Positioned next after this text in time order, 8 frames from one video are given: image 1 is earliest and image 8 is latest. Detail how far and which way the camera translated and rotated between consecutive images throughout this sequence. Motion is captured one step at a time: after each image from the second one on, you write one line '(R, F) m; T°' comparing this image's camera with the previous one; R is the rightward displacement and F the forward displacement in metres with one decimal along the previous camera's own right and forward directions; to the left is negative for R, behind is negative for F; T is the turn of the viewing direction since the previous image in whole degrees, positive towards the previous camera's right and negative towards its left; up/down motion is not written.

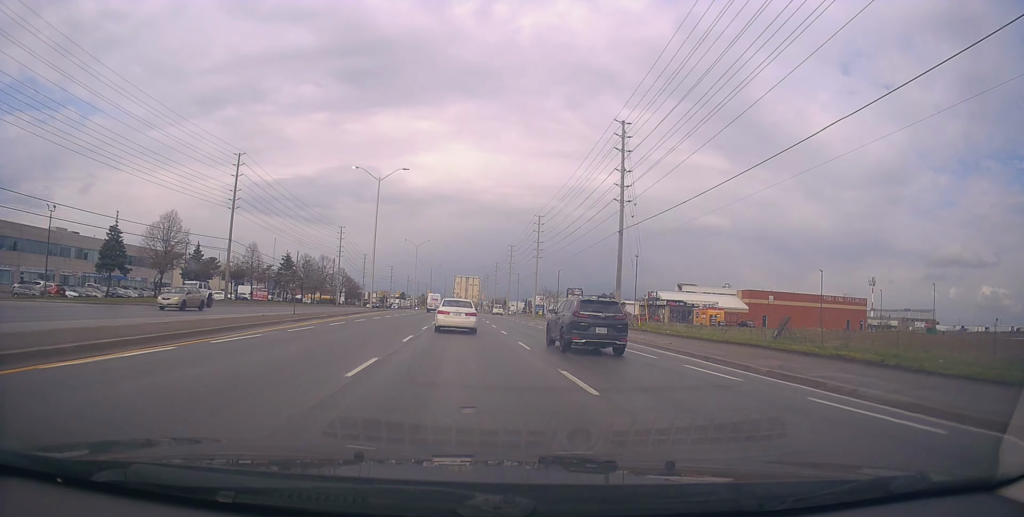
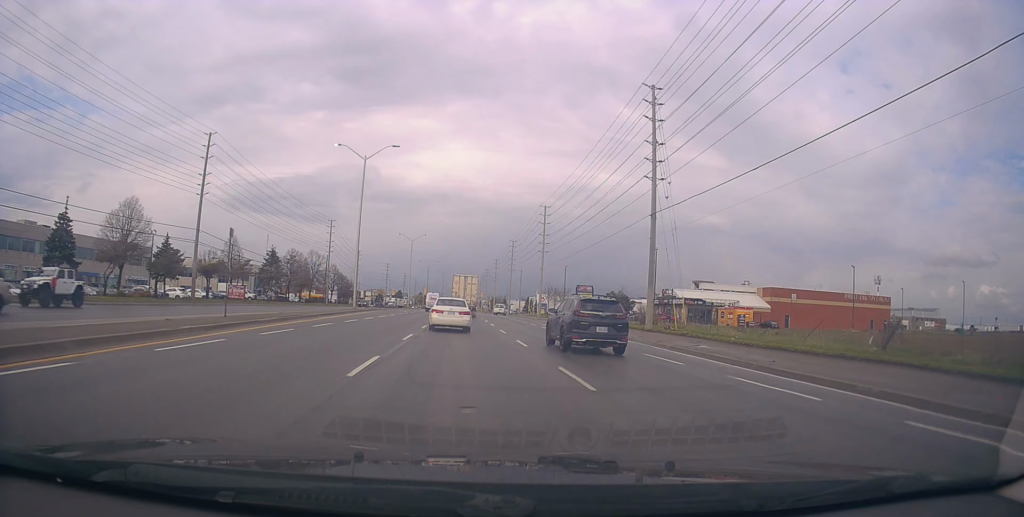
(0.0, +8.3) m; +1°
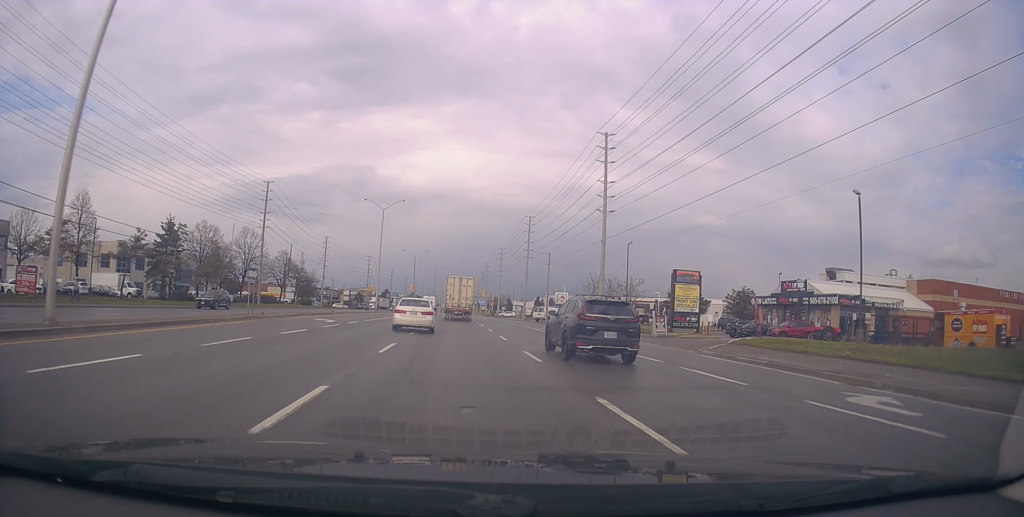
(-0.1, +38.0) m; -1°
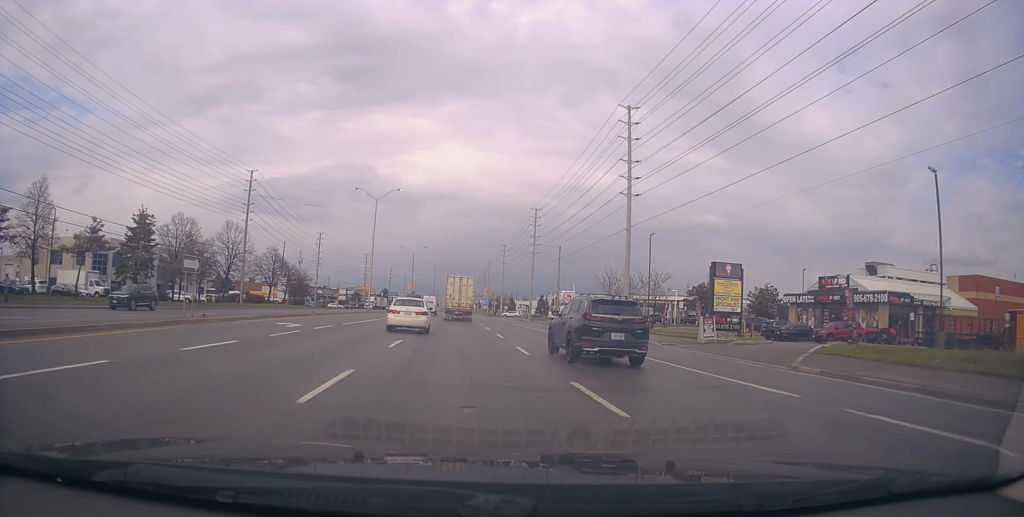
(0.0, +6.8) m; 0°
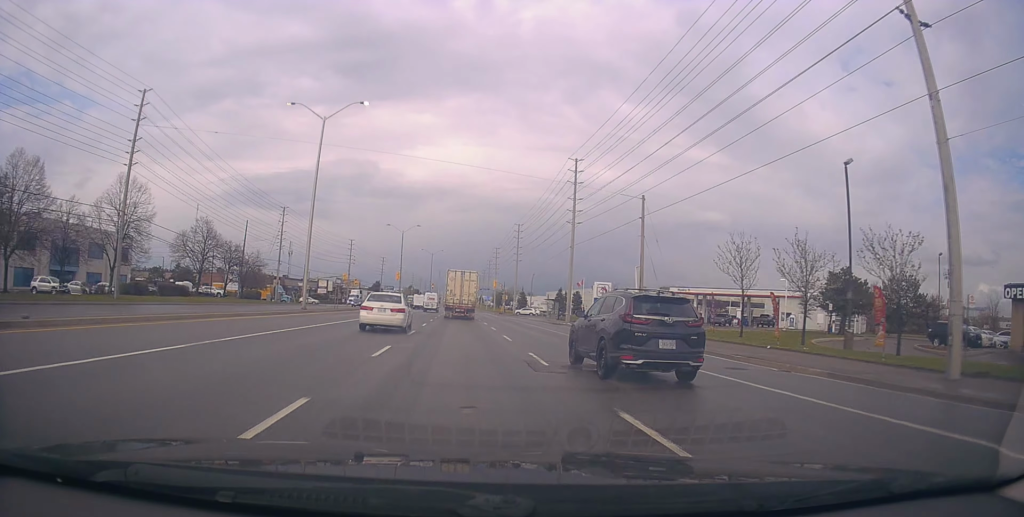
(+0.3, +29.0) m; 0°
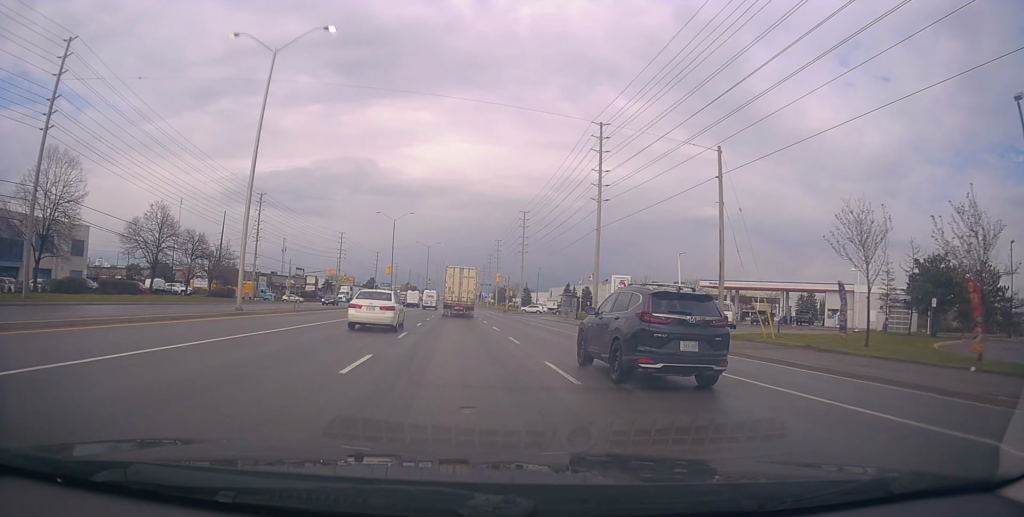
(-0.2, +11.7) m; -1°
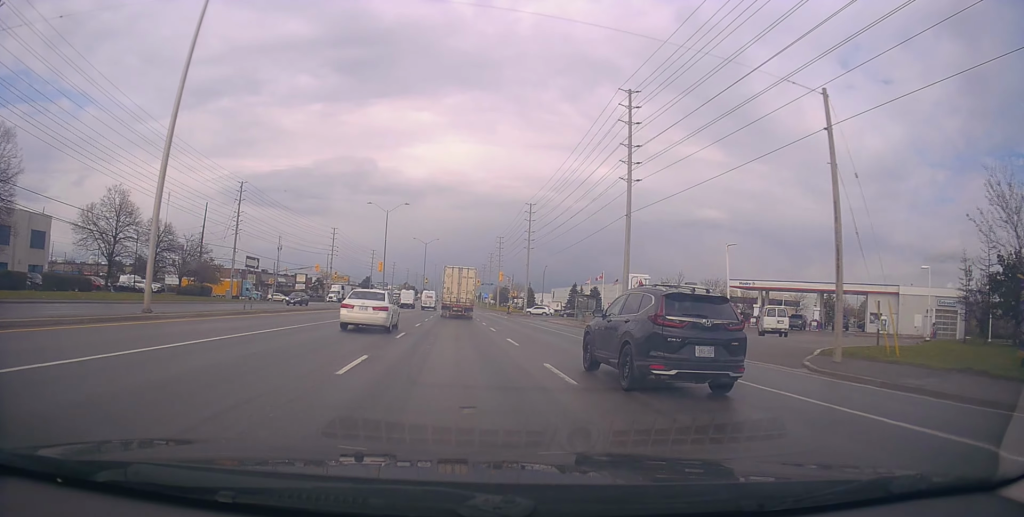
(0.0, +9.0) m; 0°
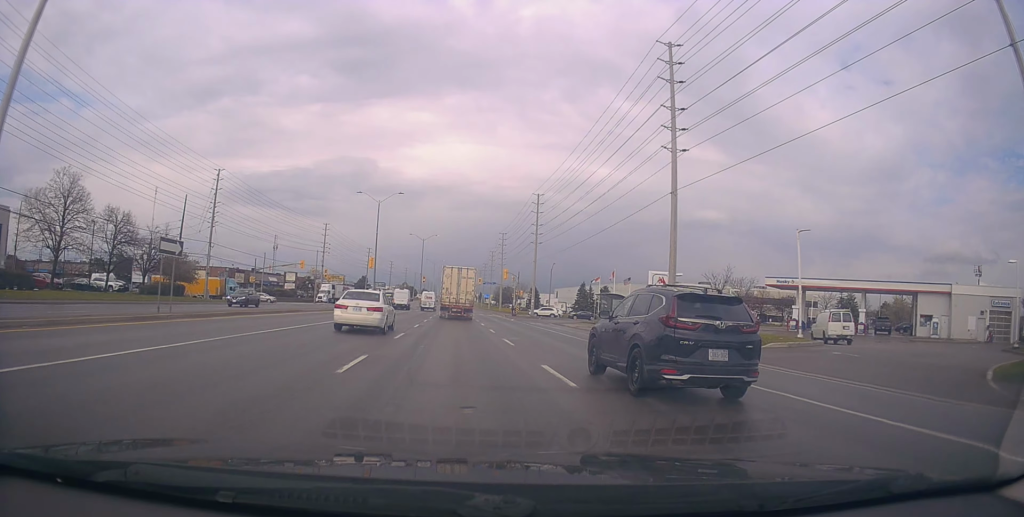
(-0.1, +8.5) m; 0°
